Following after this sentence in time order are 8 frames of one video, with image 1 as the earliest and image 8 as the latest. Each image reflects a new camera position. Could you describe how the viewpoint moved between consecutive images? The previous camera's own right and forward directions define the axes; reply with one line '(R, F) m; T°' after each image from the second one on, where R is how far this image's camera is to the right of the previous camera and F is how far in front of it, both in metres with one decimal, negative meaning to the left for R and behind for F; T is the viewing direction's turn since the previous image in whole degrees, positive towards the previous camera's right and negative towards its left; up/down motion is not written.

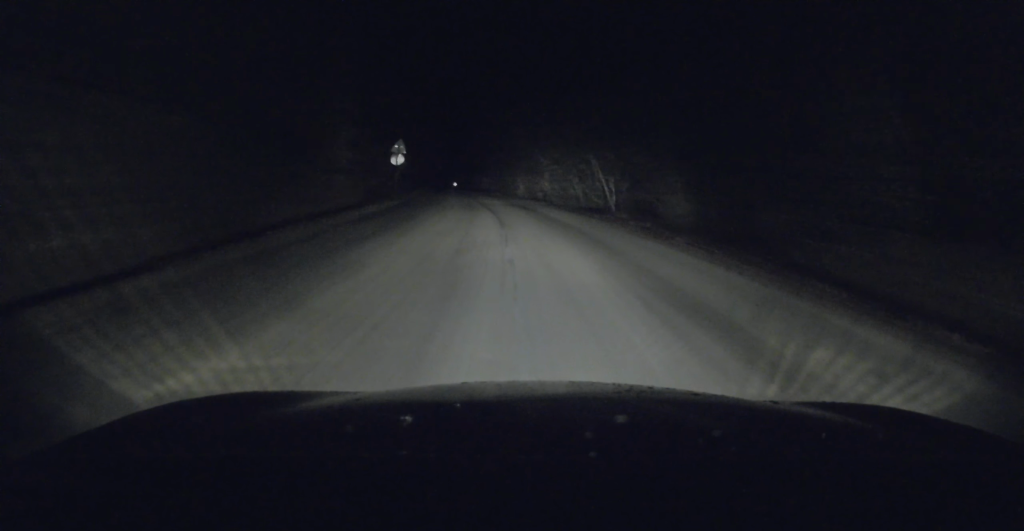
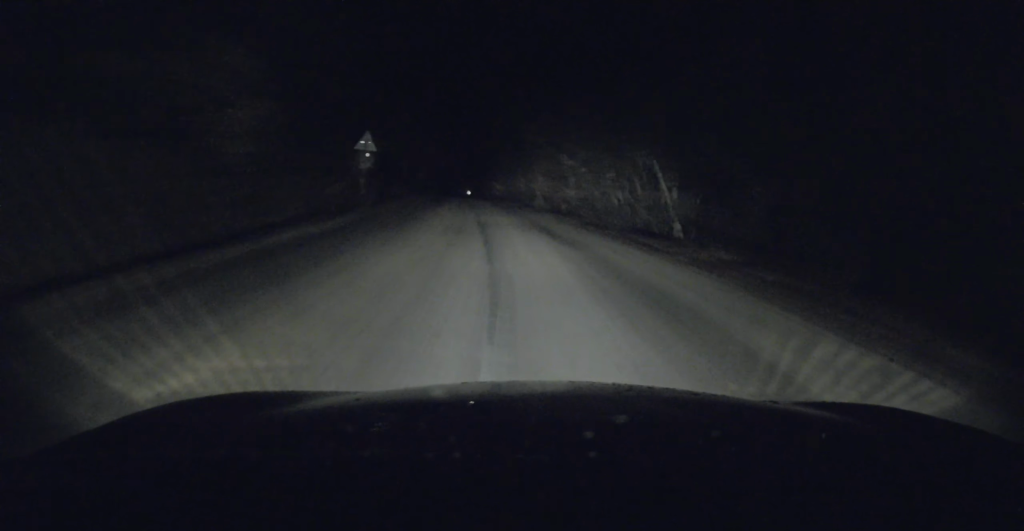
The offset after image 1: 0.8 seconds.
(-0.1, +10.6) m; -1°
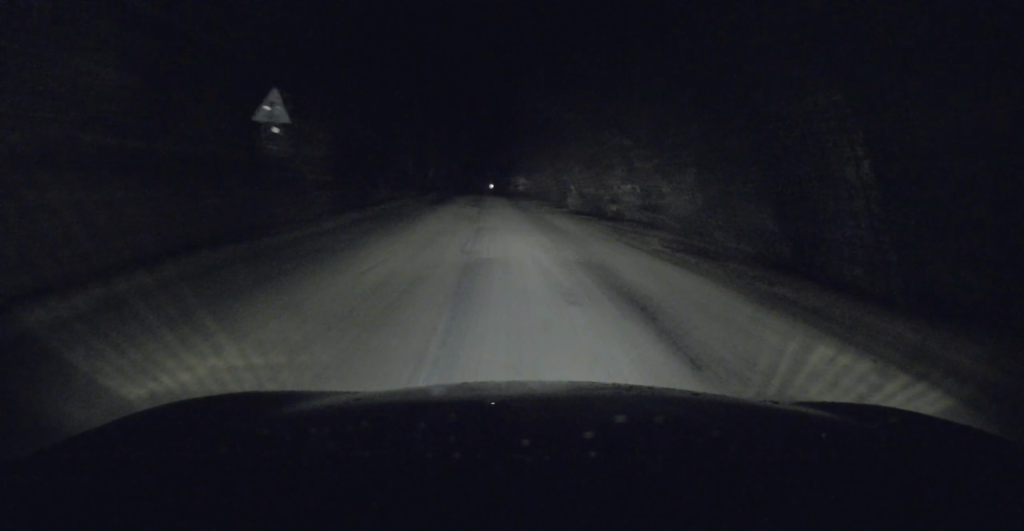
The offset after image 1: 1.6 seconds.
(0.0, +11.3) m; -2°
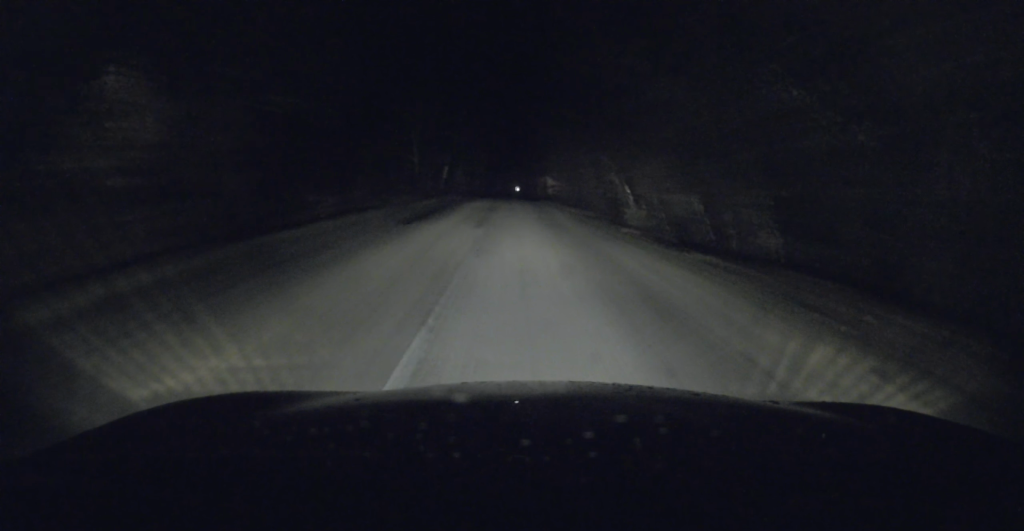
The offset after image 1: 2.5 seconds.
(-0.3, +12.0) m; -2°
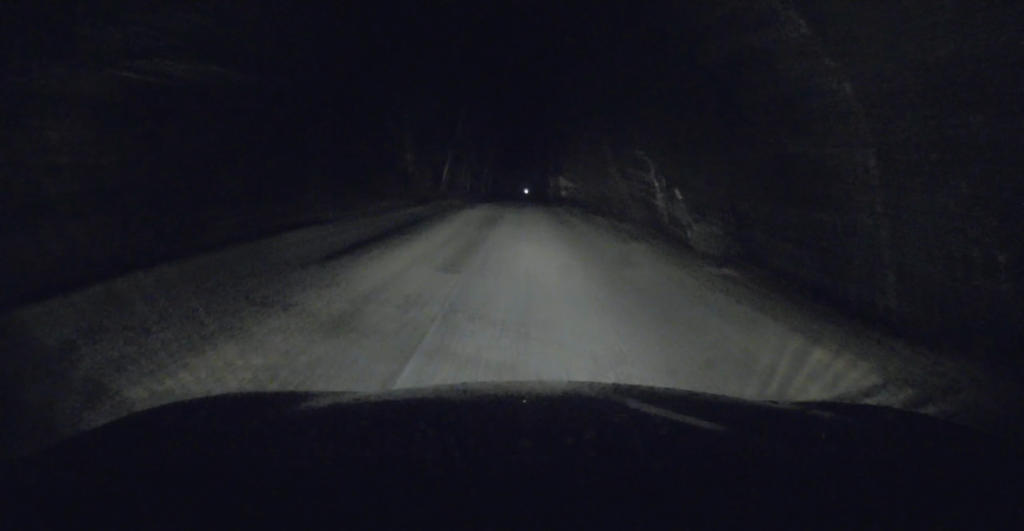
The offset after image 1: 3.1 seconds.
(0.0, +7.5) m; 0°
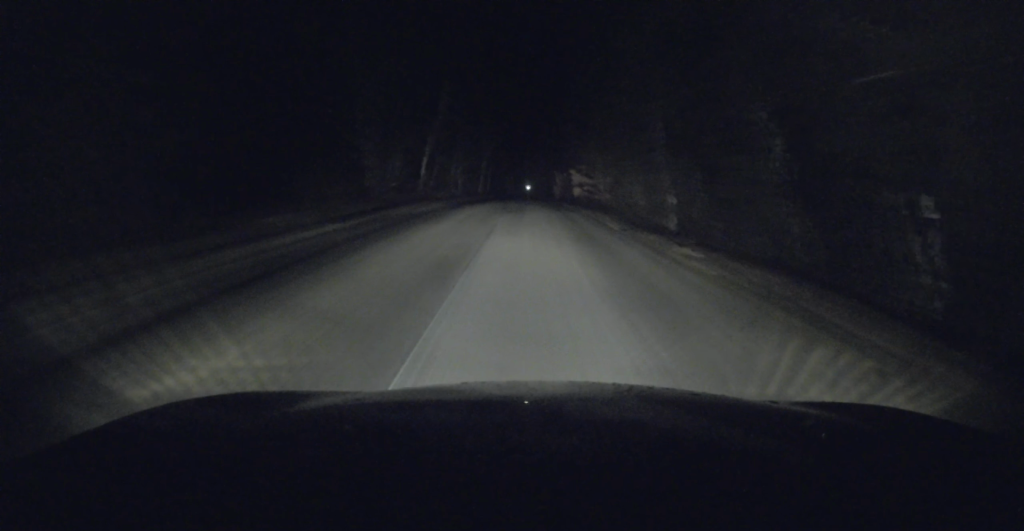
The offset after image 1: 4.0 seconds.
(0.0, +12.2) m; 0°
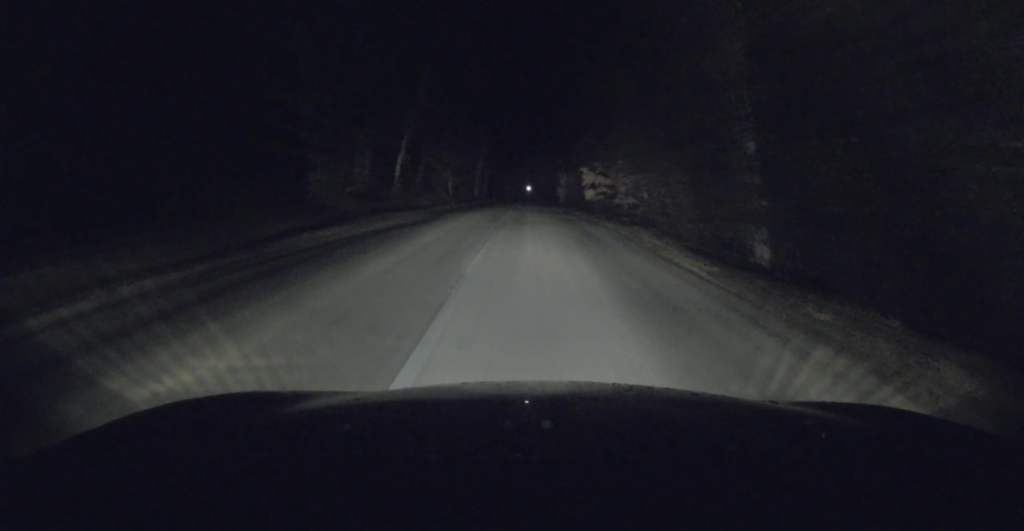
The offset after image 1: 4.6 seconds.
(0.0, +8.3) m; 0°
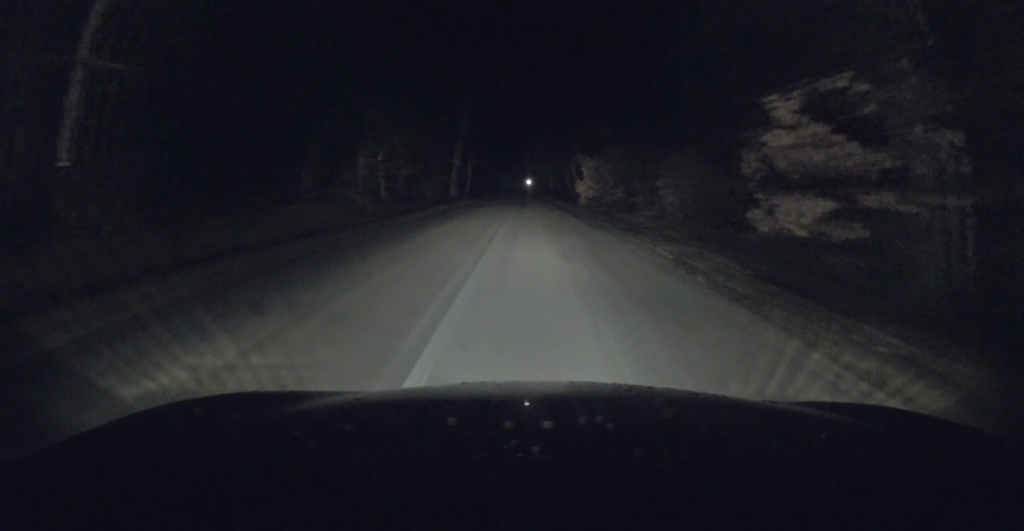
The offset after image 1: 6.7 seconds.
(-0.8, +26.8) m; -3°
